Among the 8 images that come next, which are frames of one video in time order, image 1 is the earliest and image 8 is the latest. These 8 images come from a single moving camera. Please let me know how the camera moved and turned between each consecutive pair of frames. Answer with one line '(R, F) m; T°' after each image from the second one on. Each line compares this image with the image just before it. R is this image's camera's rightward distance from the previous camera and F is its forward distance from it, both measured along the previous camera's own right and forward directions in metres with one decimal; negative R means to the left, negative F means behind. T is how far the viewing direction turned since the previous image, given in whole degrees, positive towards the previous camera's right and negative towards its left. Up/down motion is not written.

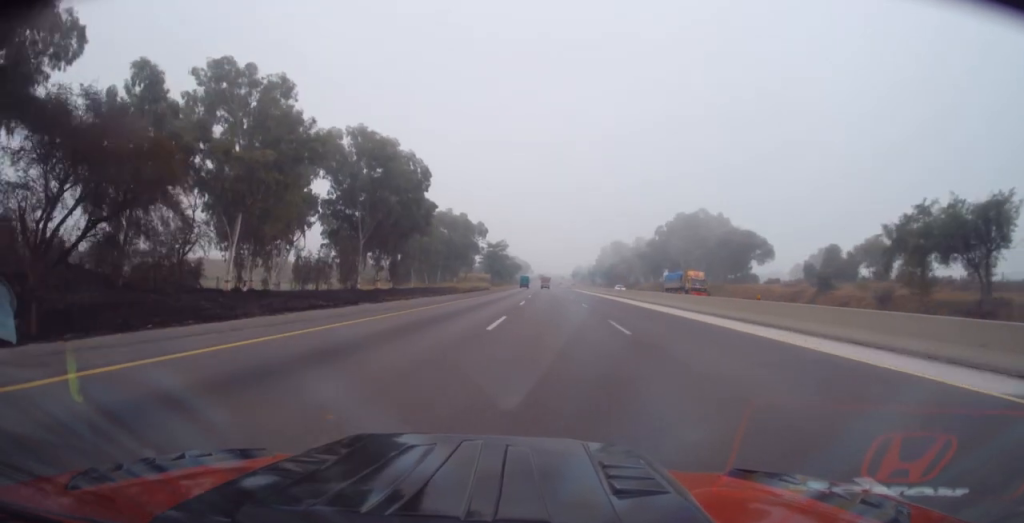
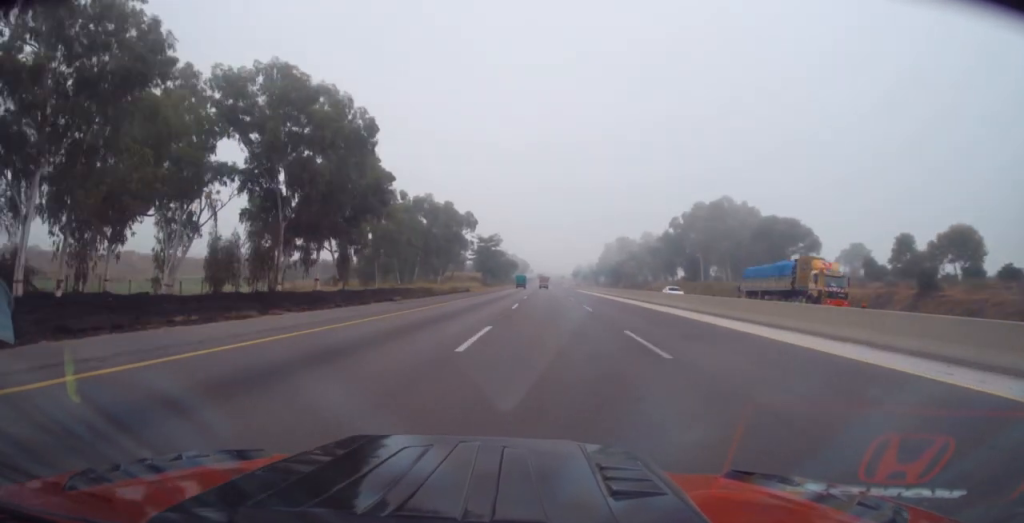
(+0.2, +23.0) m; 0°
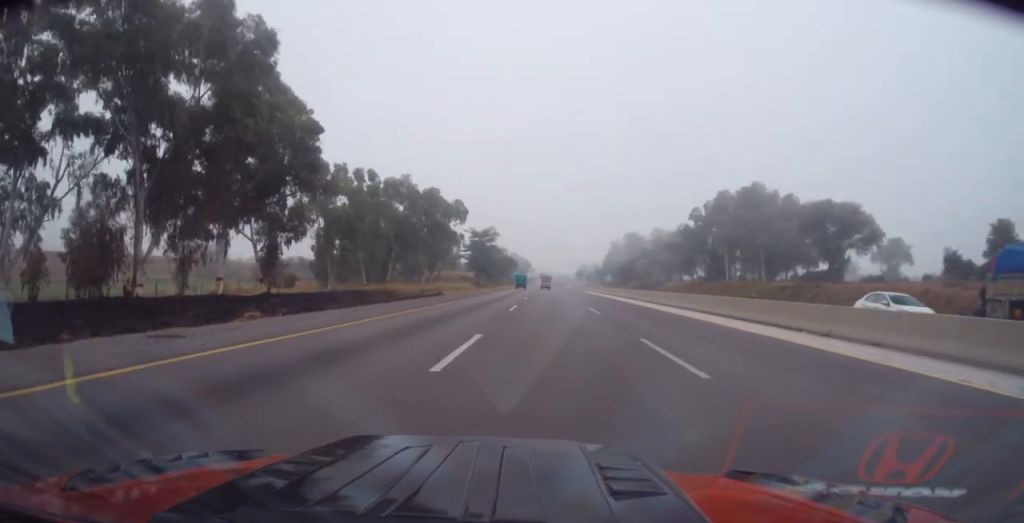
(+0.3, +20.3) m; 0°
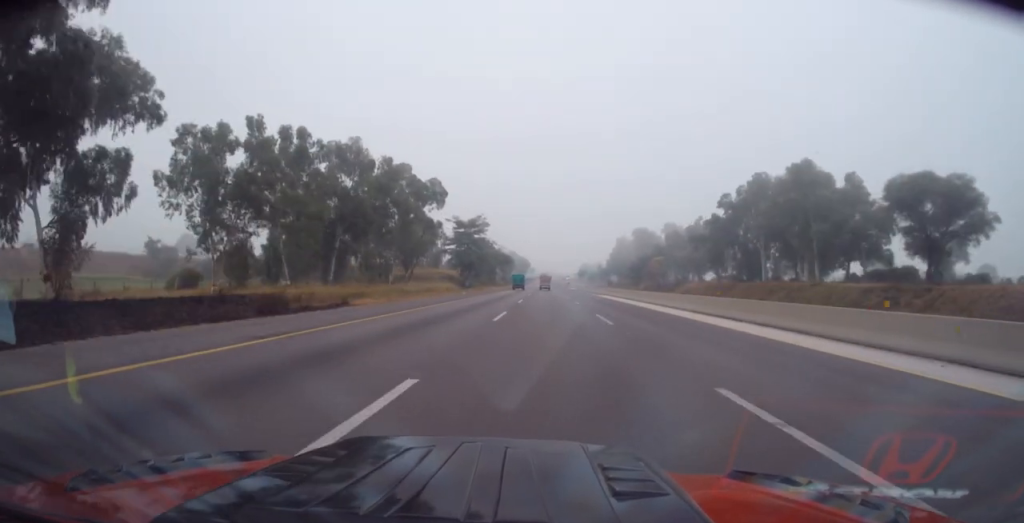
(-0.6, +24.7) m; -1°
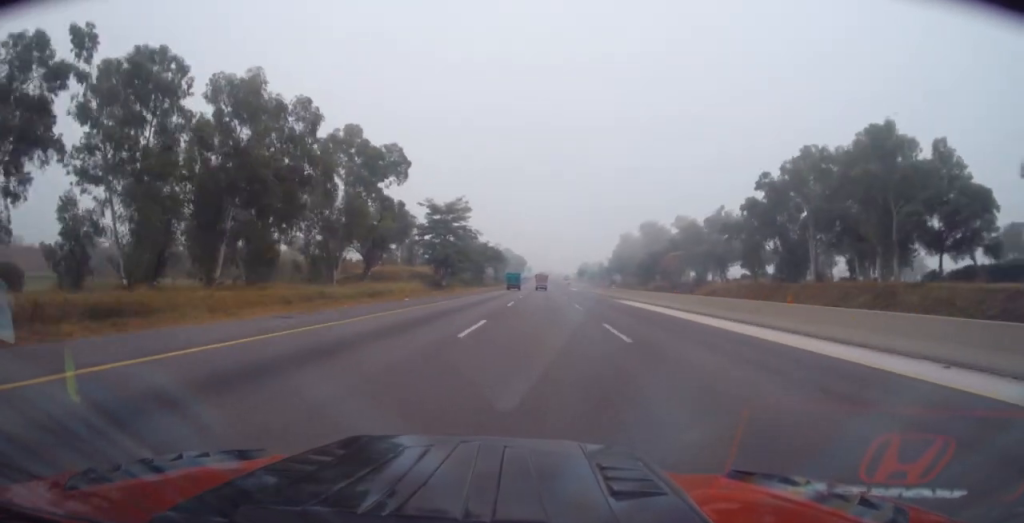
(+0.2, +23.8) m; +1°
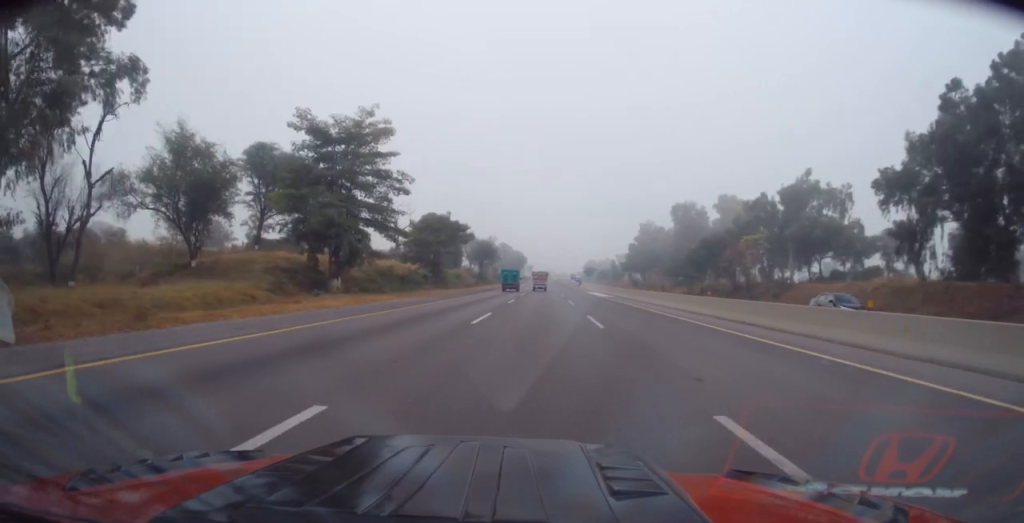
(+0.3, +49.3) m; 0°
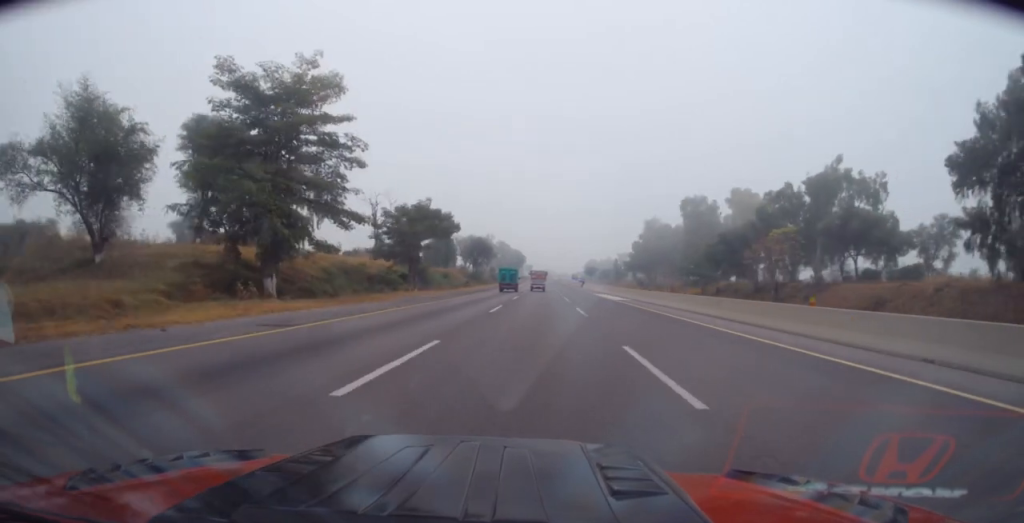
(0.0, +11.5) m; 0°
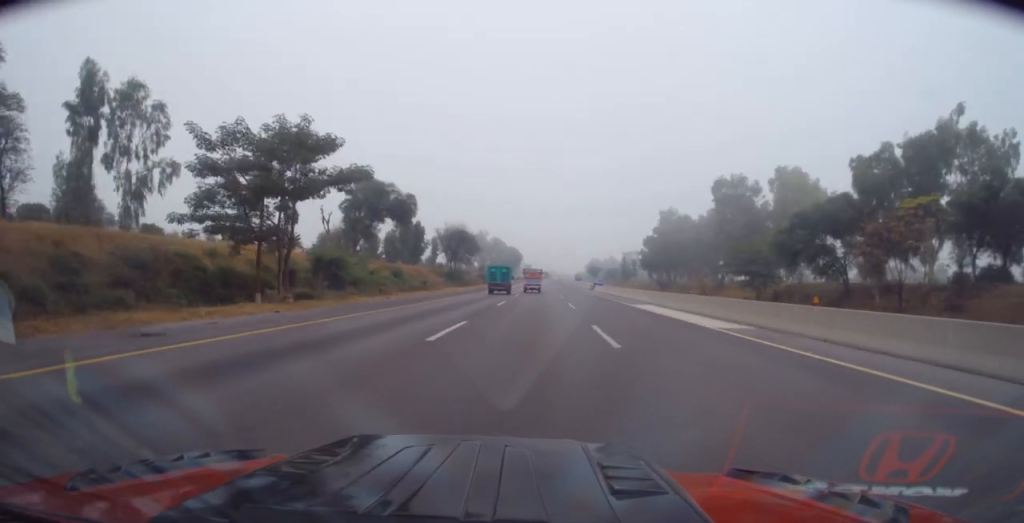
(-0.2, +30.0) m; 0°
